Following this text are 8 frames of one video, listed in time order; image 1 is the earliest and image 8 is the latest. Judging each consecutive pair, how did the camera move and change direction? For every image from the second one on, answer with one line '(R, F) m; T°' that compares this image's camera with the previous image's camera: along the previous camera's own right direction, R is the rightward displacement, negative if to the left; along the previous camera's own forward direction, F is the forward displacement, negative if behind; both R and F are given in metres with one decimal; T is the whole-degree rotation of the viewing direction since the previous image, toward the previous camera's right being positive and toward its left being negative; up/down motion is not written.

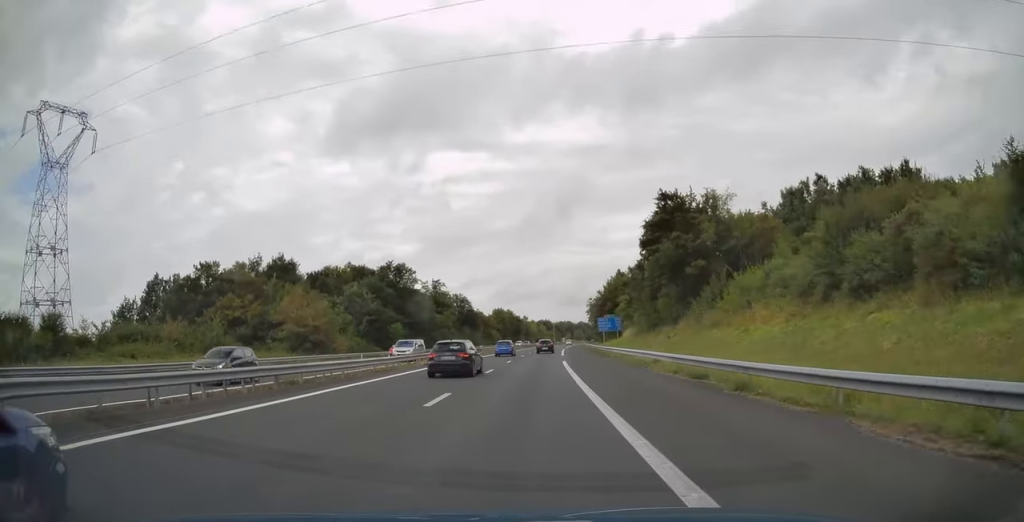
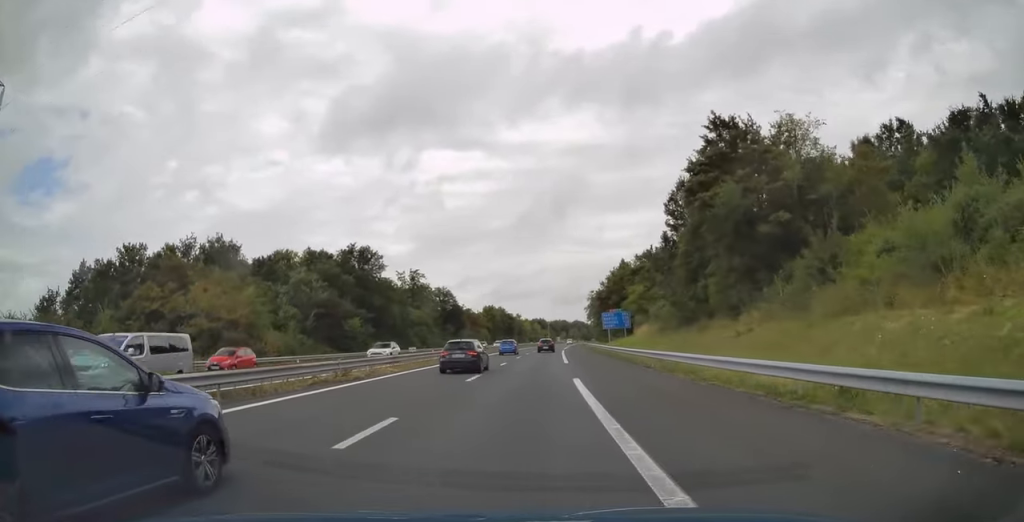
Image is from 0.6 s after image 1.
(+0.1, +18.3) m; +1°
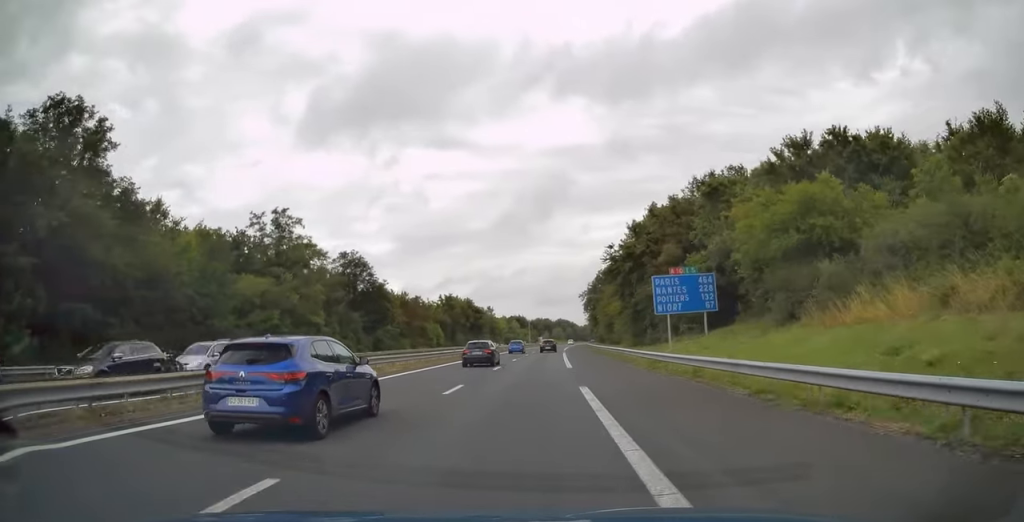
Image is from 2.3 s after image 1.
(+0.7, +57.2) m; +1°
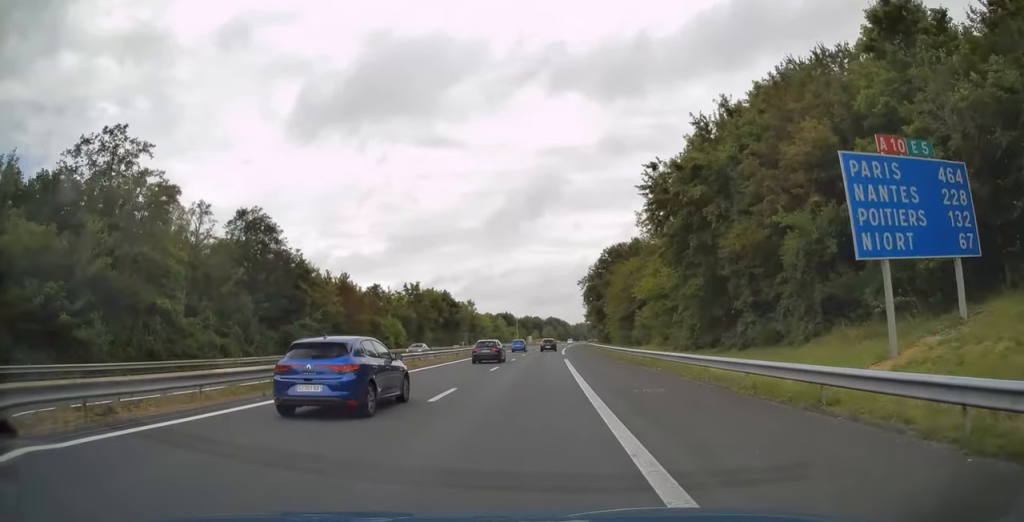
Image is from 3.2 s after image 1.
(+0.2, +28.1) m; +1°
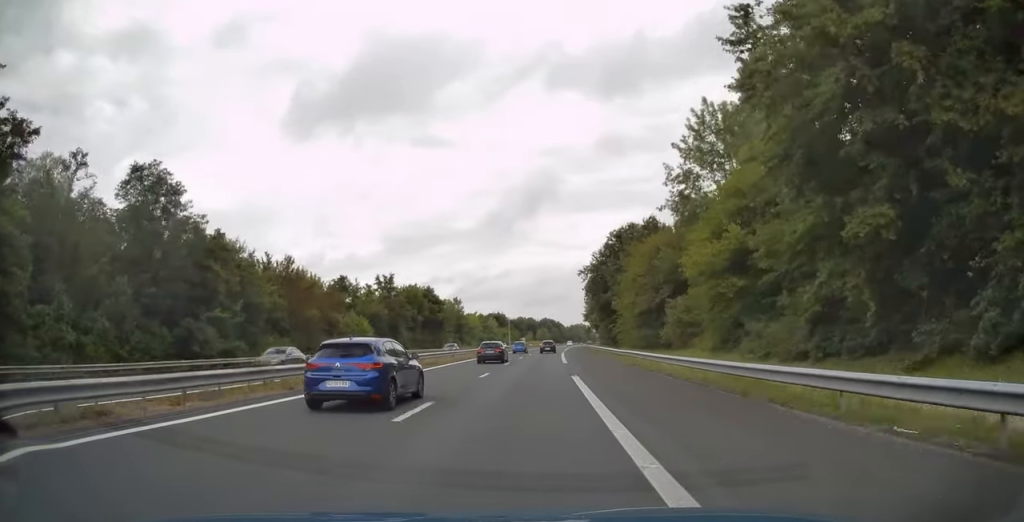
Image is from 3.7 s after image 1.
(+0.1, +16.8) m; +1°
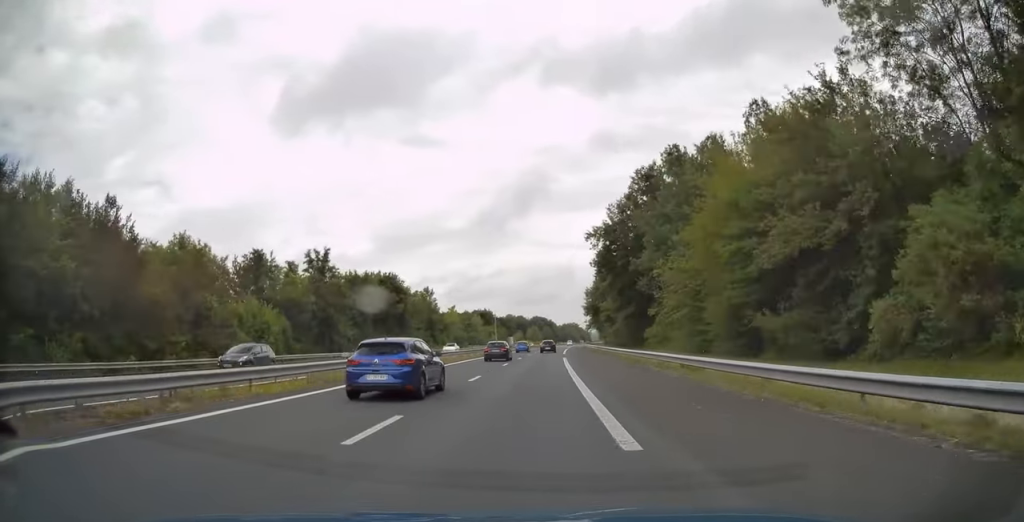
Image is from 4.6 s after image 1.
(+0.3, +28.7) m; +1°
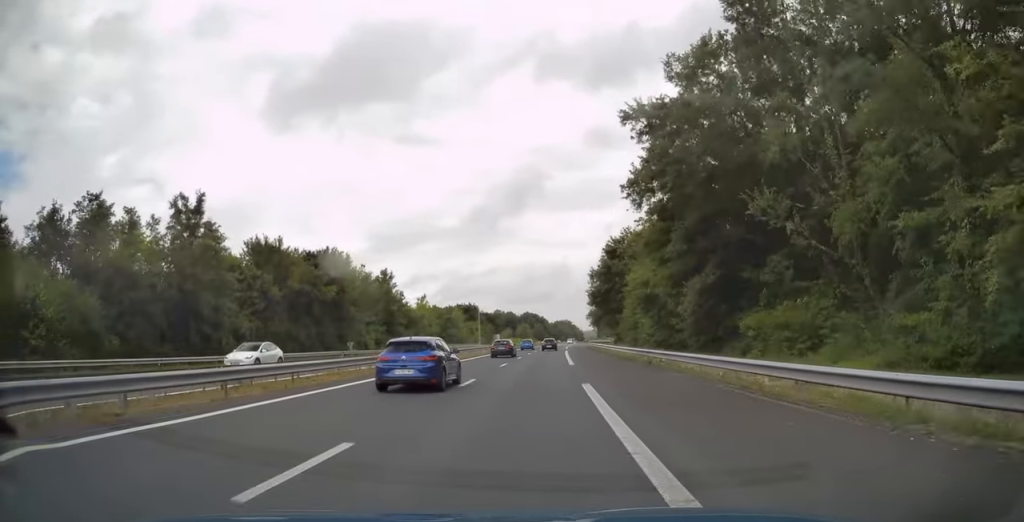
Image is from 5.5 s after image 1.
(+0.3, +29.2) m; +1°
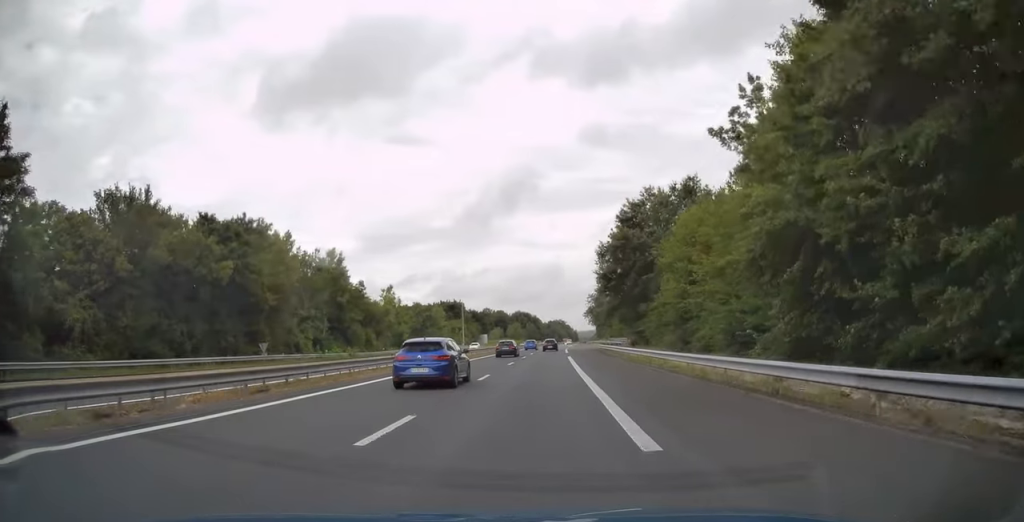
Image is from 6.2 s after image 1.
(0.0, +23.2) m; +1°
